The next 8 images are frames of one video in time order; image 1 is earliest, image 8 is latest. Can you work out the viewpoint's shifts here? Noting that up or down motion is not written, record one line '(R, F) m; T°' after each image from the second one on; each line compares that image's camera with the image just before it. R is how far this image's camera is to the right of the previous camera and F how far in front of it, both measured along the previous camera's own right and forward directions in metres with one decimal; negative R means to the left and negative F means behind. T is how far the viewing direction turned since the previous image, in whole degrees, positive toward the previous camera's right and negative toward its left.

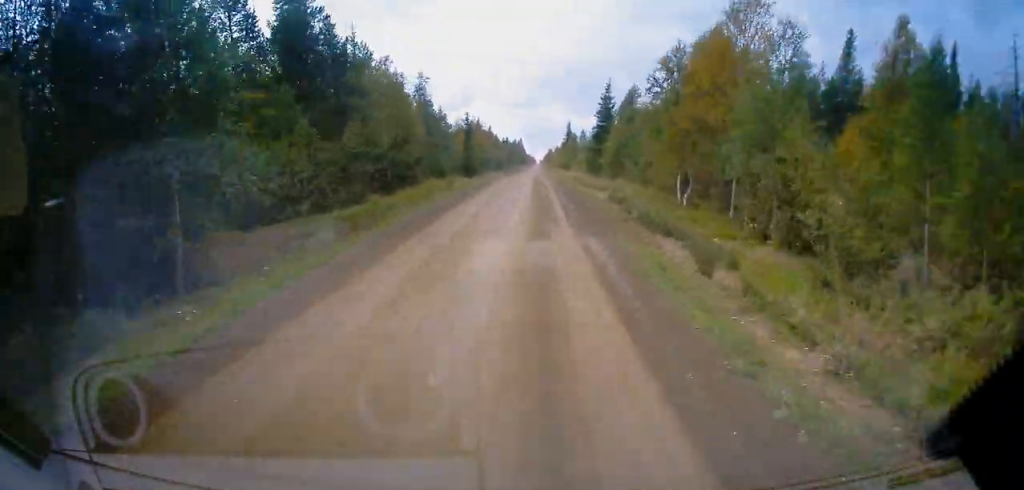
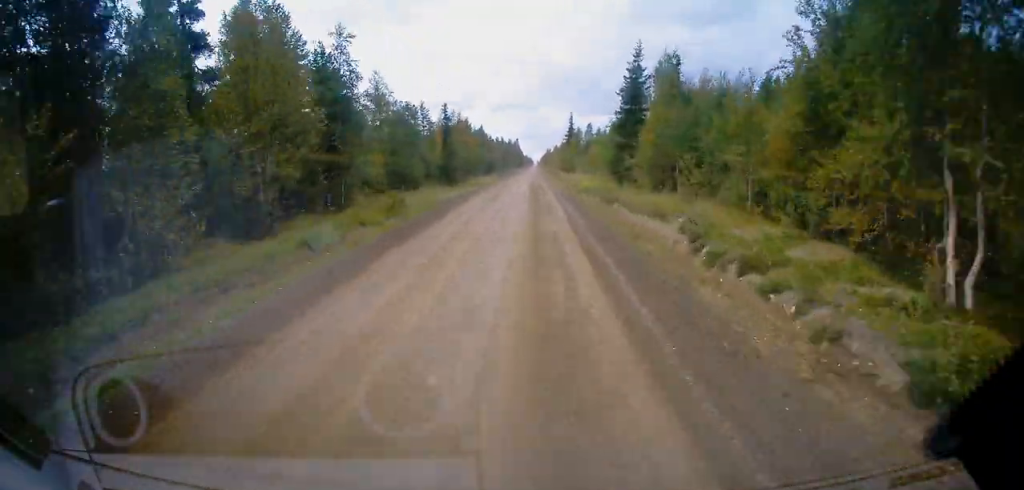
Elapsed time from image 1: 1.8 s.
(-0.1, +17.1) m; 0°
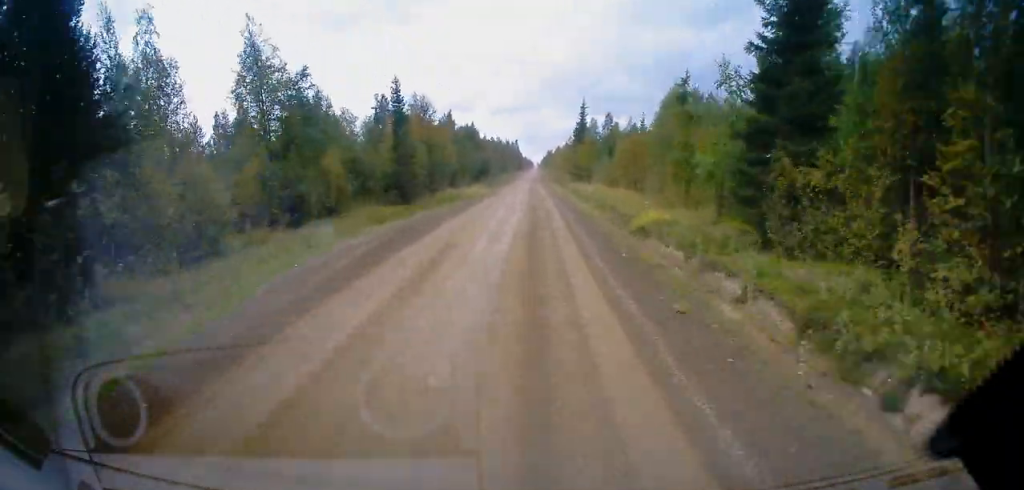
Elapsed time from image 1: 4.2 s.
(0.0, +24.0) m; 0°
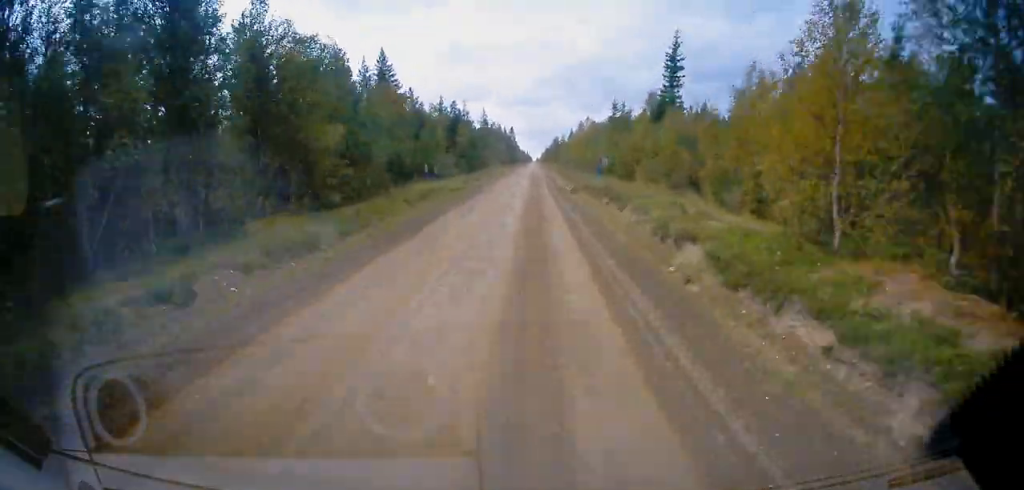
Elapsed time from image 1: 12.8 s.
(+1.3, +88.2) m; +1°
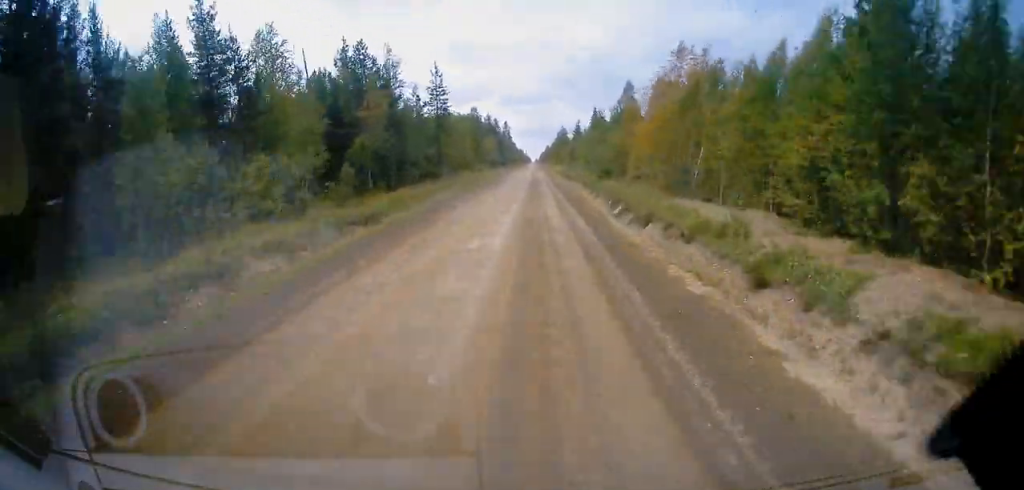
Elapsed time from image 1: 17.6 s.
(-0.1, +50.6) m; 0°
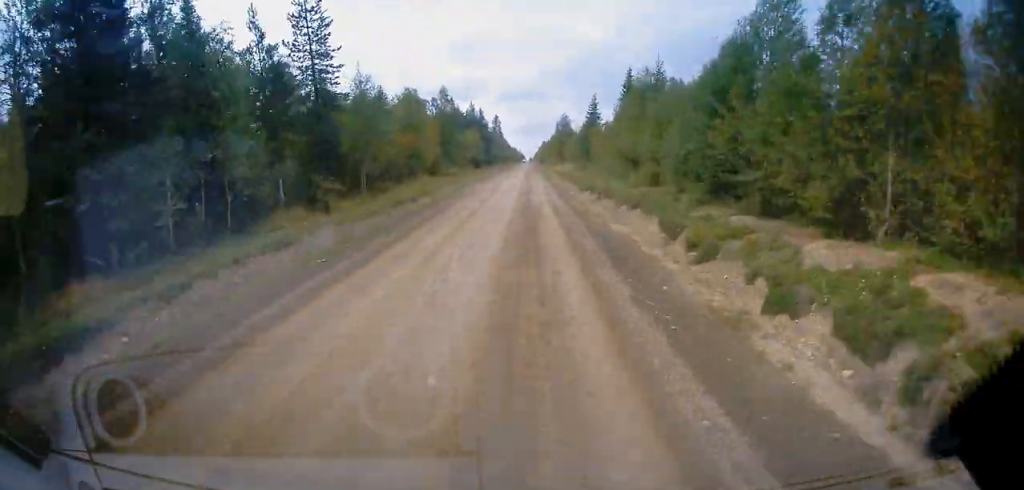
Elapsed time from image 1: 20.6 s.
(0.0, +31.7) m; 0°
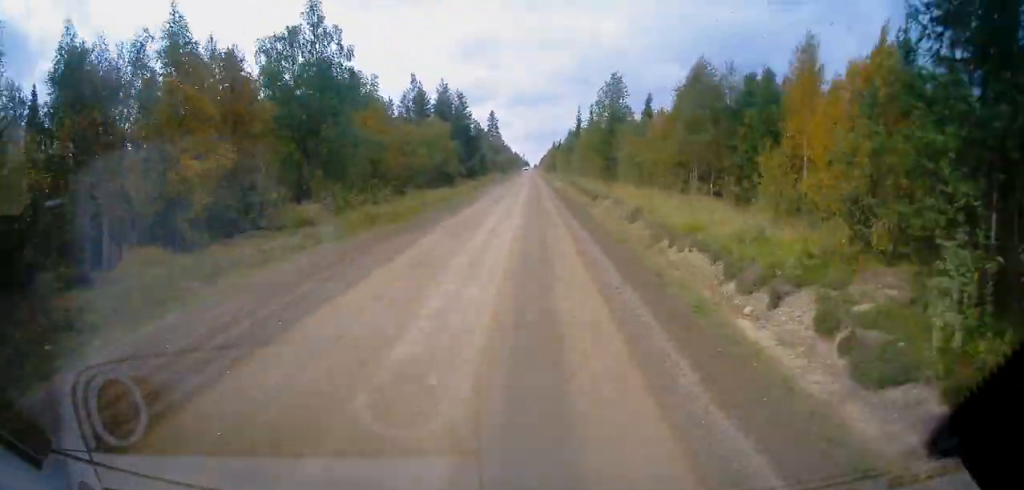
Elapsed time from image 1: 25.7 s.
(0.0, +53.9) m; 0°
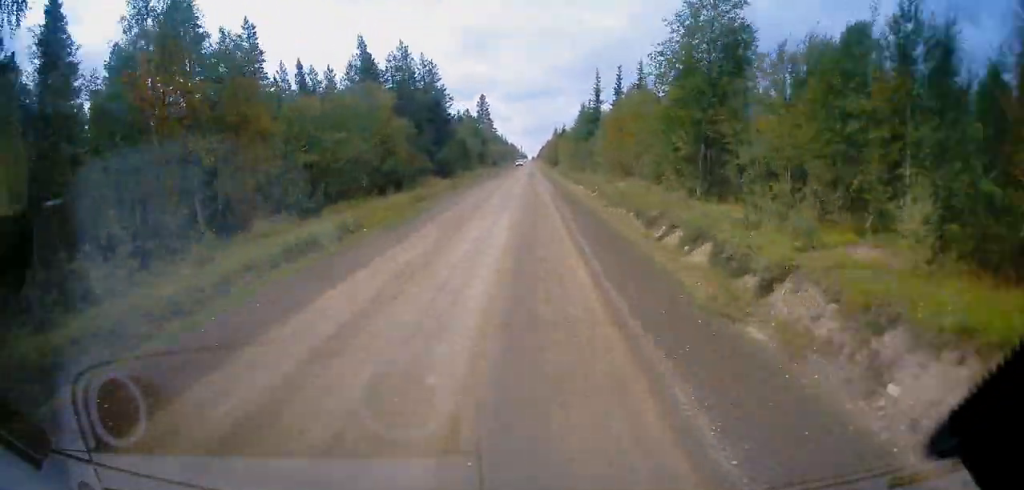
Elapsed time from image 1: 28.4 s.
(-0.3, +28.5) m; 0°
